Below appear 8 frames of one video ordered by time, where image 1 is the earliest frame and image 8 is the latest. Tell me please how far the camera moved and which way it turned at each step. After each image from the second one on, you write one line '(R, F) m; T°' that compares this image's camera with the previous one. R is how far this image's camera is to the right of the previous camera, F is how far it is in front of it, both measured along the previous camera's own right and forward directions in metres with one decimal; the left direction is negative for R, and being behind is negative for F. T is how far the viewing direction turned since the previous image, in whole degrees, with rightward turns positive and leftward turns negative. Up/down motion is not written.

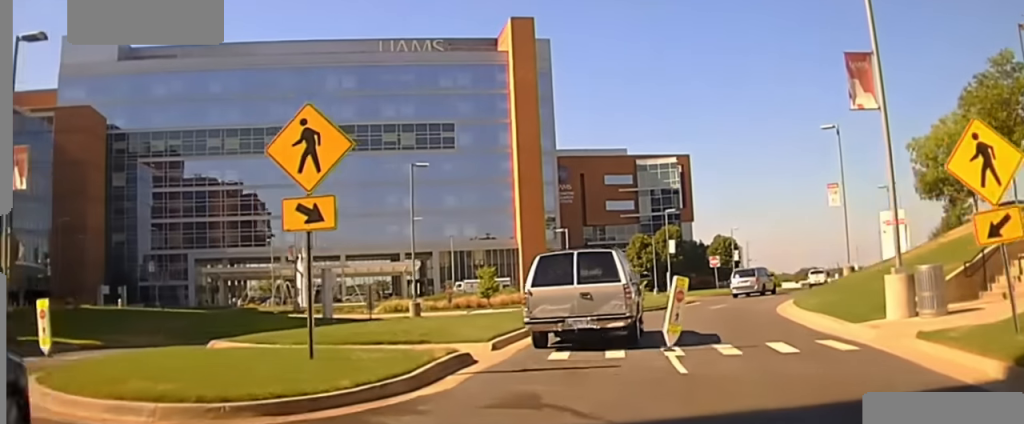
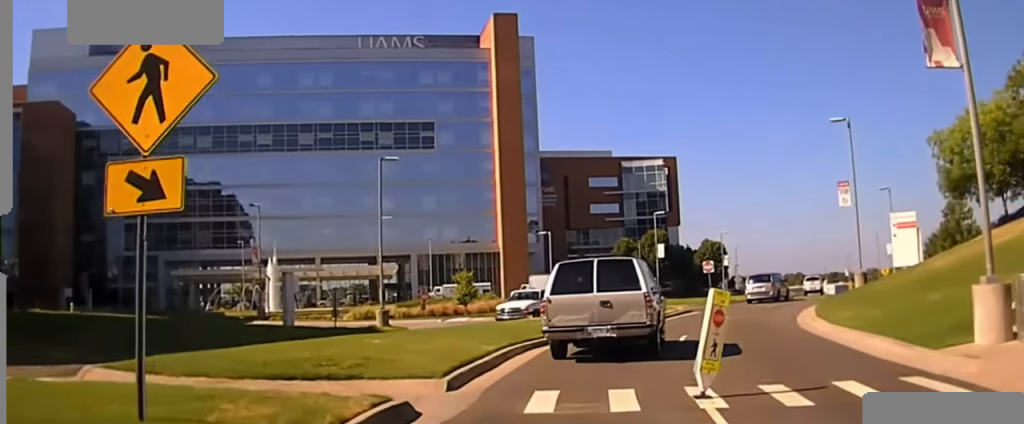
(+0.2, +5.0) m; +1°
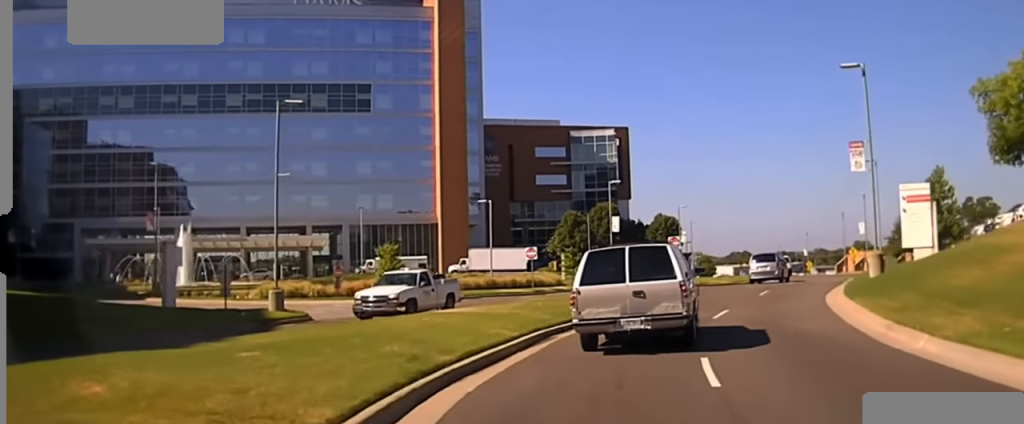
(+0.1, +7.9) m; +2°
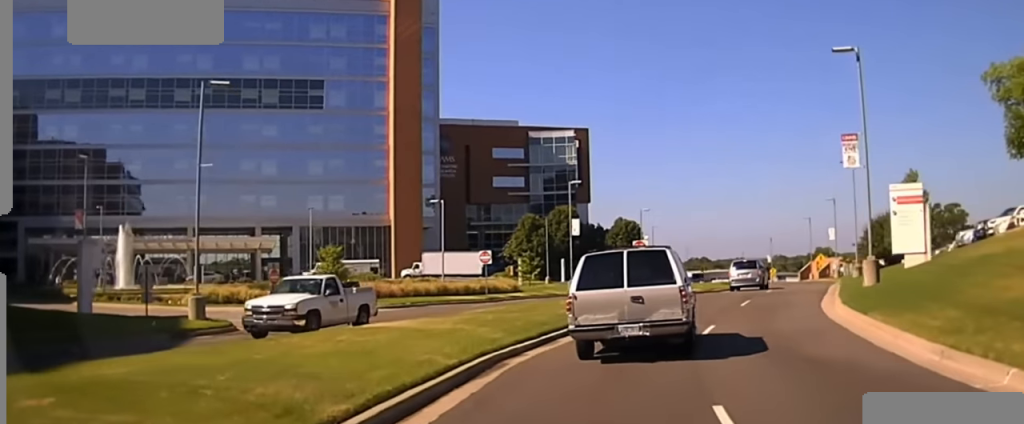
(-0.1, +4.2) m; +1°
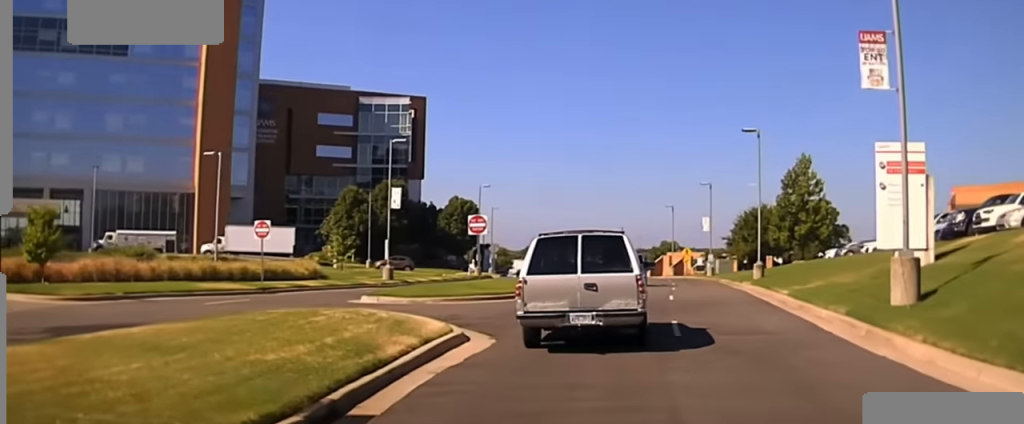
(+1.2, +13.4) m; +12°
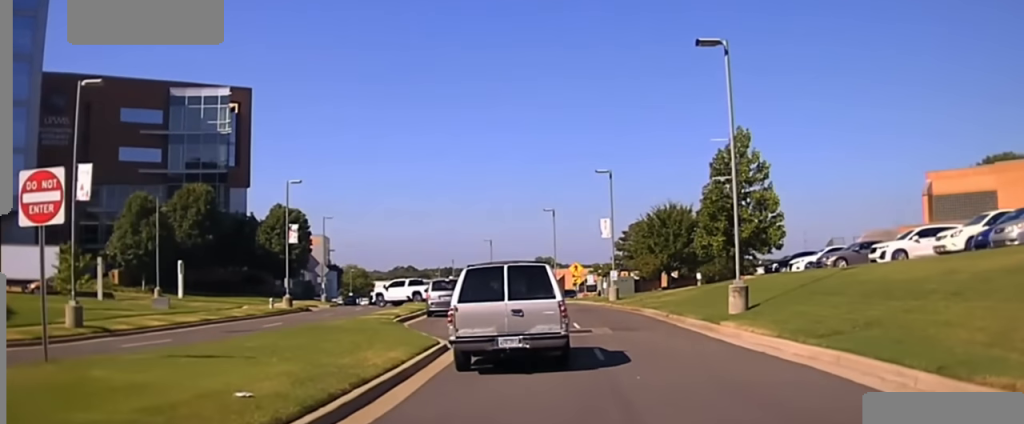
(+4.7, +27.1) m; +14°
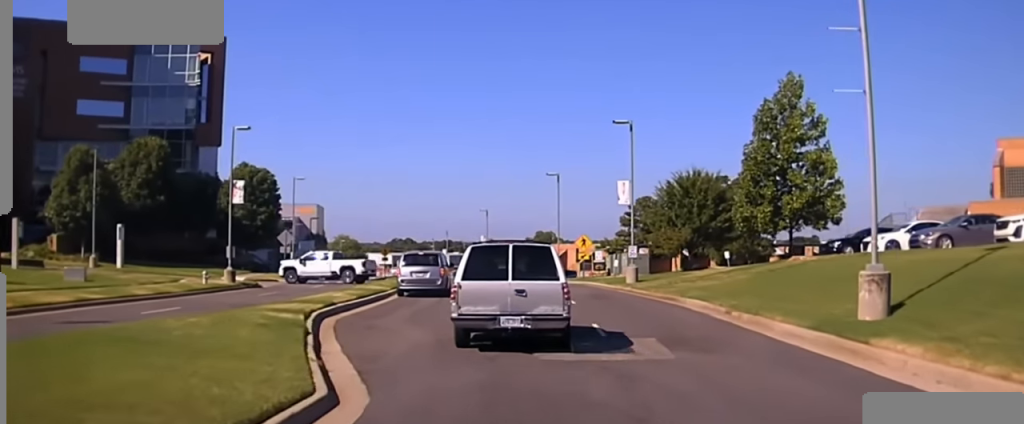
(+0.1, +12.1) m; 0°
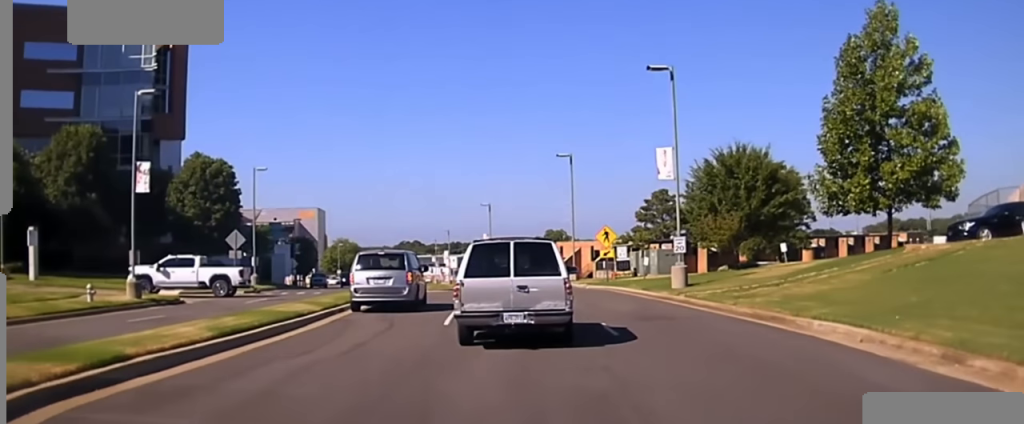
(-0.1, +14.7) m; 0°
